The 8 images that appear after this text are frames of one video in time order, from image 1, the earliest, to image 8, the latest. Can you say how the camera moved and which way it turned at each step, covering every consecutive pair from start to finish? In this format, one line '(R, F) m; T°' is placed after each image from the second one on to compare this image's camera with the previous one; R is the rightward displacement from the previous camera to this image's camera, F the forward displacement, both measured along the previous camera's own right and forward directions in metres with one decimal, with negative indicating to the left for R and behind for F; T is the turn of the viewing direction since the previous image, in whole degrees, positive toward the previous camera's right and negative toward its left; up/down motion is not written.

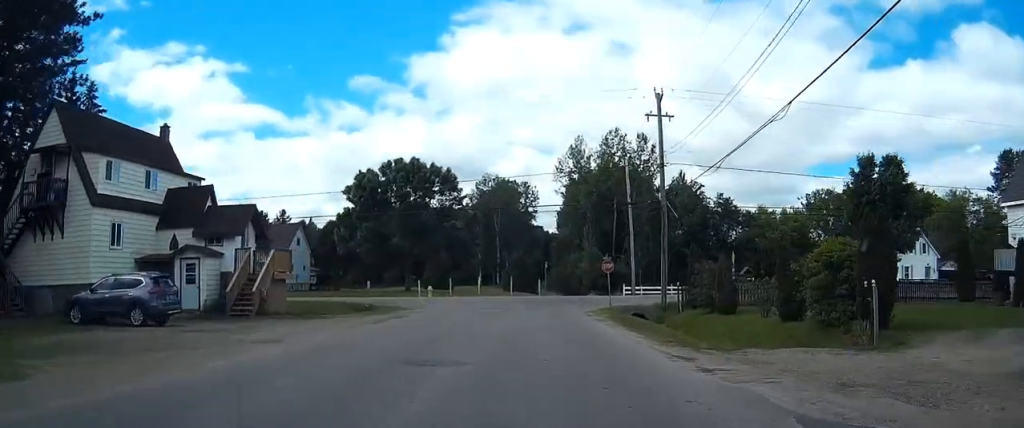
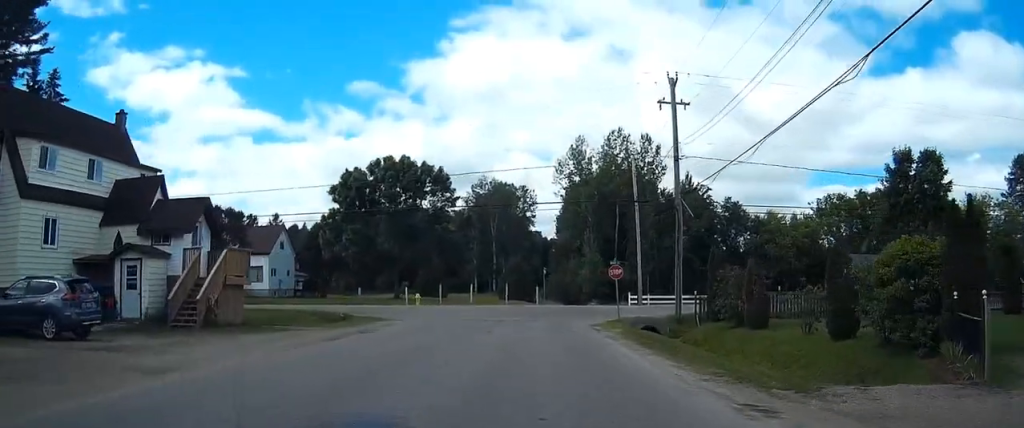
(0.0, +4.7) m; 0°
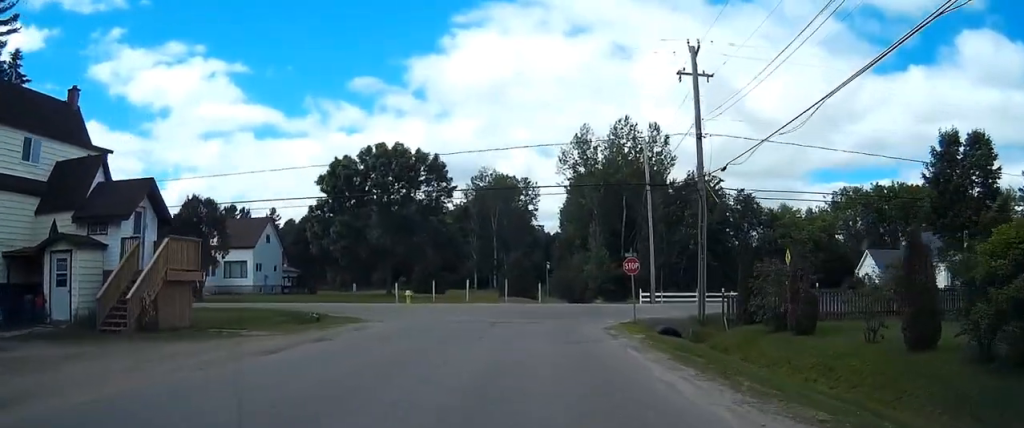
(0.0, +4.7) m; 0°
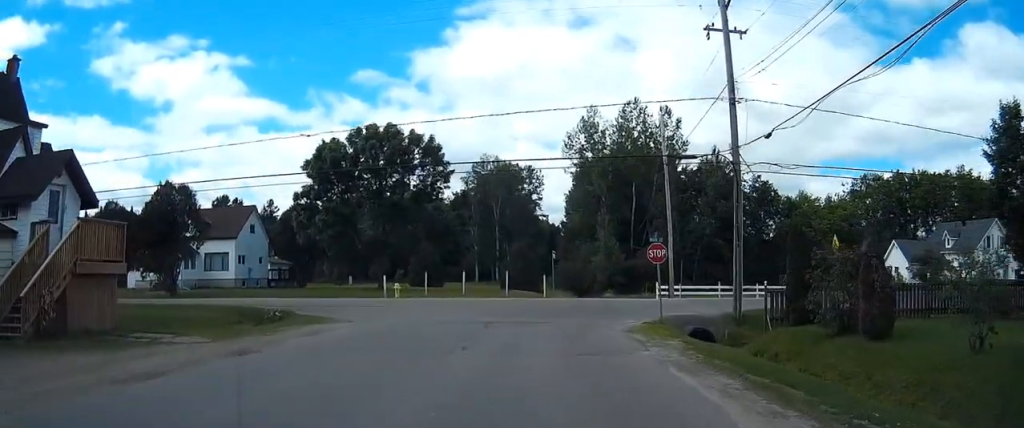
(0.0, +5.0) m; -1°
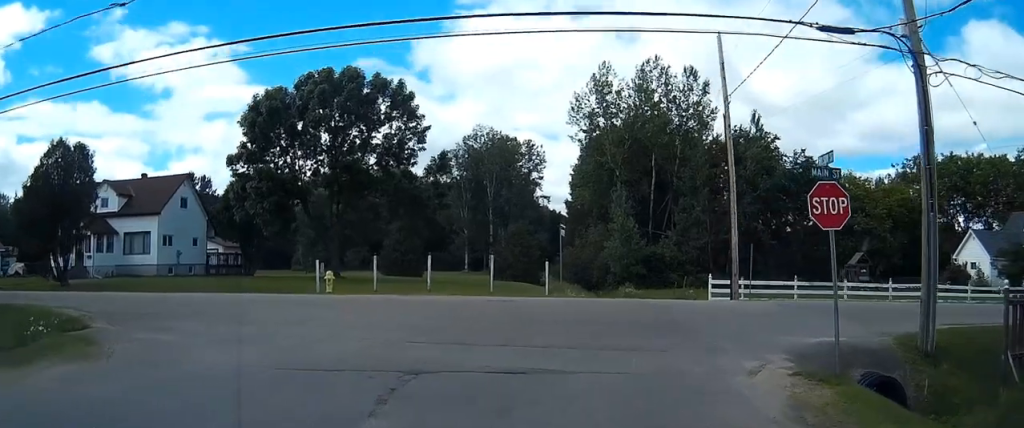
(-0.3, +13.9) m; -3°
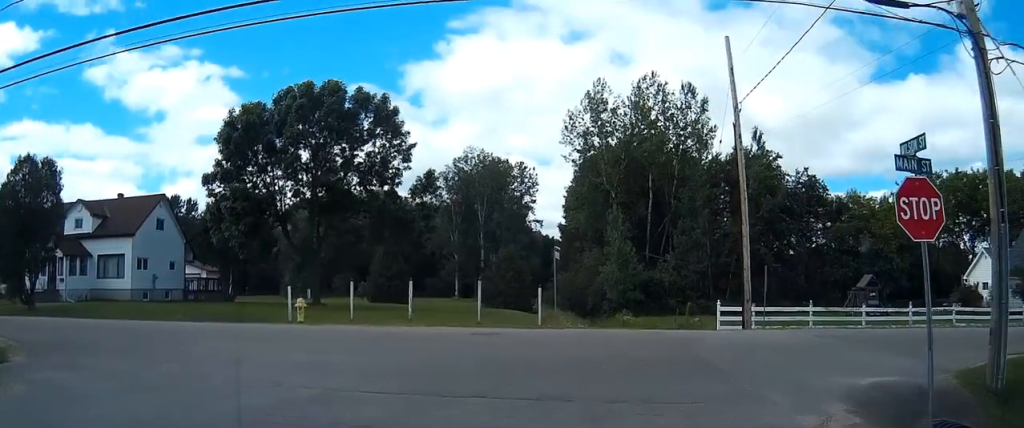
(0.0, +2.8) m; -1°
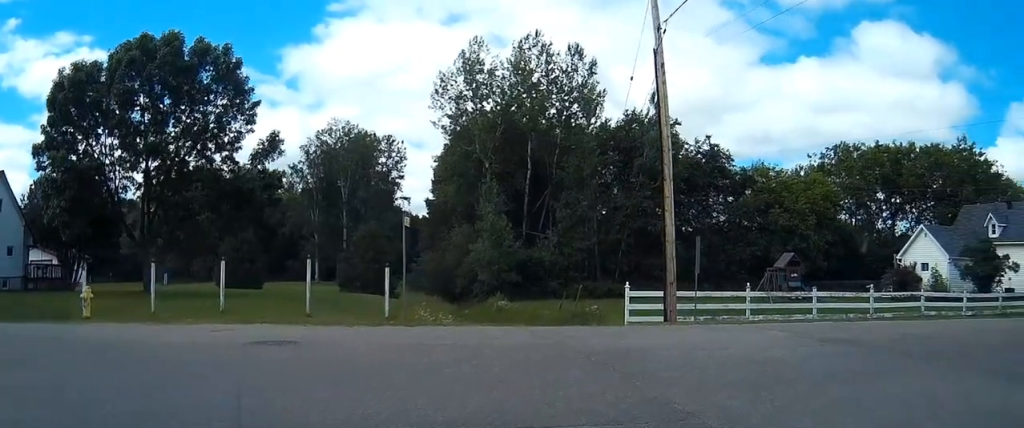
(0.0, +7.8) m; +4°
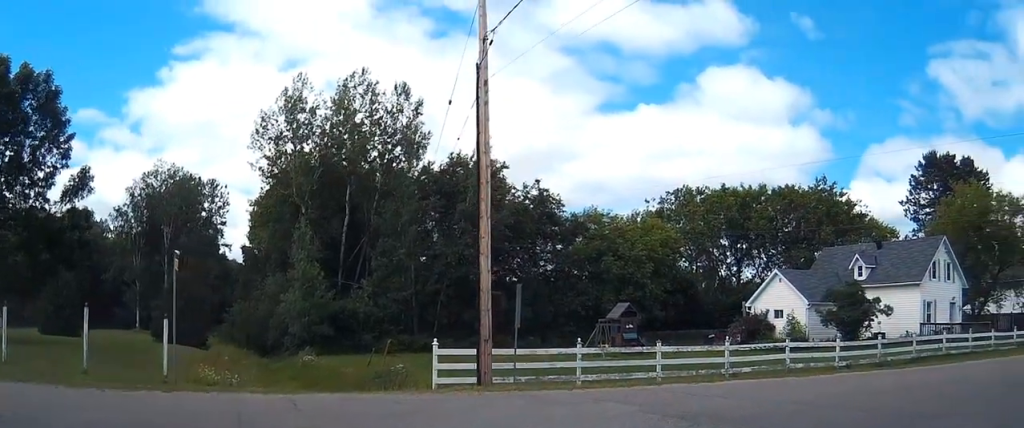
(+0.5, +4.6) m; +23°
